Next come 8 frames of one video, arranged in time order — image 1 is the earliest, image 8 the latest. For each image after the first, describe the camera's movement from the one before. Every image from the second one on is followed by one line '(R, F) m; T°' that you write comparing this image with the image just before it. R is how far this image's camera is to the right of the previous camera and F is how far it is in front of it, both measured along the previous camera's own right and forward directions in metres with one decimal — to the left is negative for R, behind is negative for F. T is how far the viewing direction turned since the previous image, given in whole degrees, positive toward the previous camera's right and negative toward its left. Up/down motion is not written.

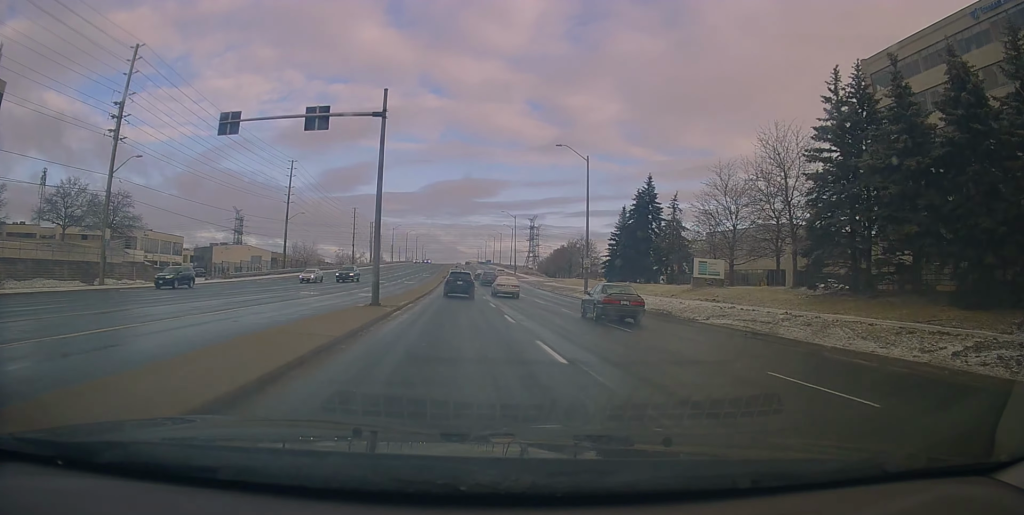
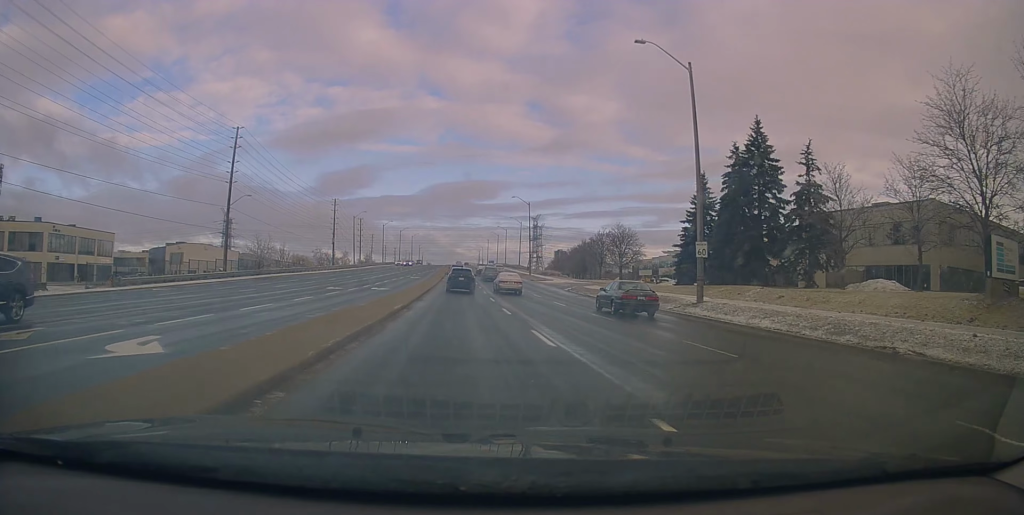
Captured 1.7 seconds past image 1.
(+0.1, +23.4) m; +1°
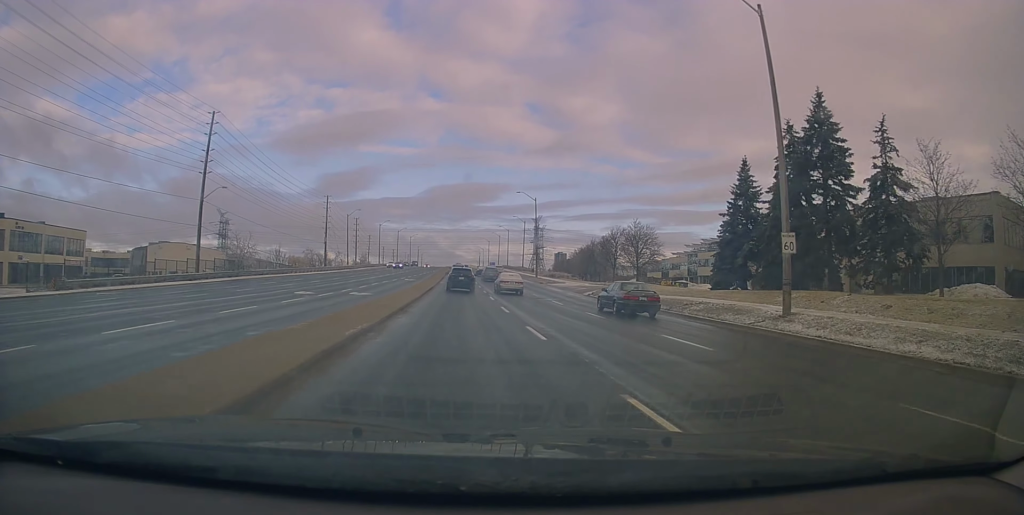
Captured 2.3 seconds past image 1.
(0.0, +7.6) m; 0°
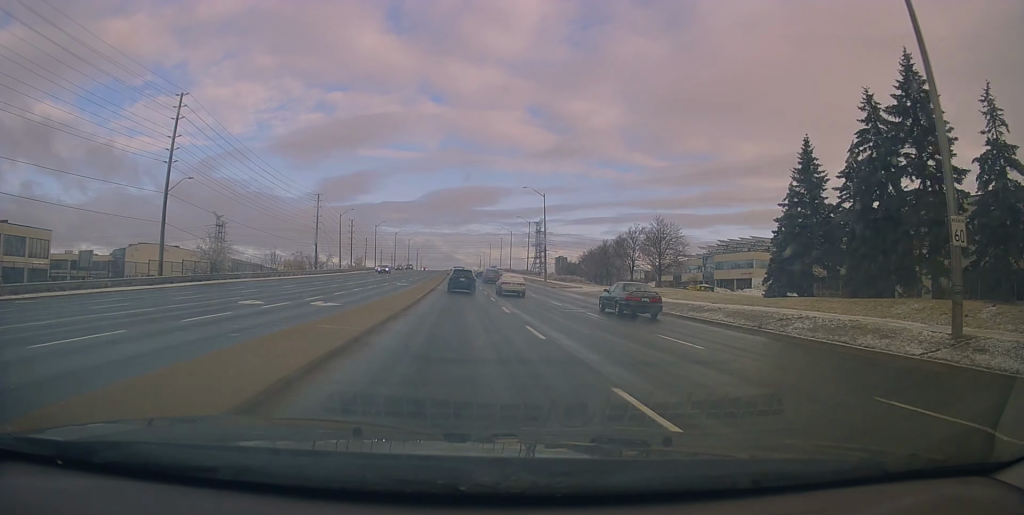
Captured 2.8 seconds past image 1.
(0.0, +8.2) m; 0°
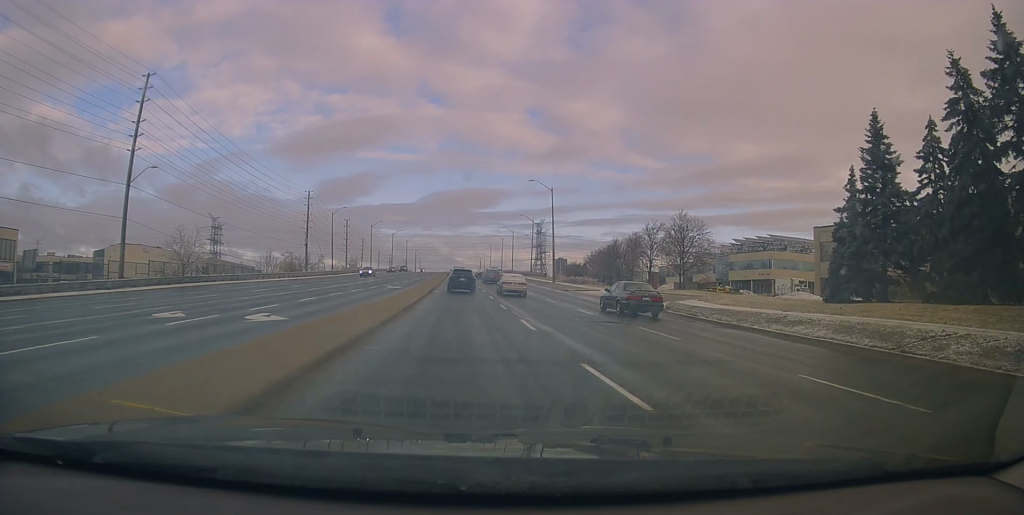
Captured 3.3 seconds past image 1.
(+0.1, +6.8) m; -1°
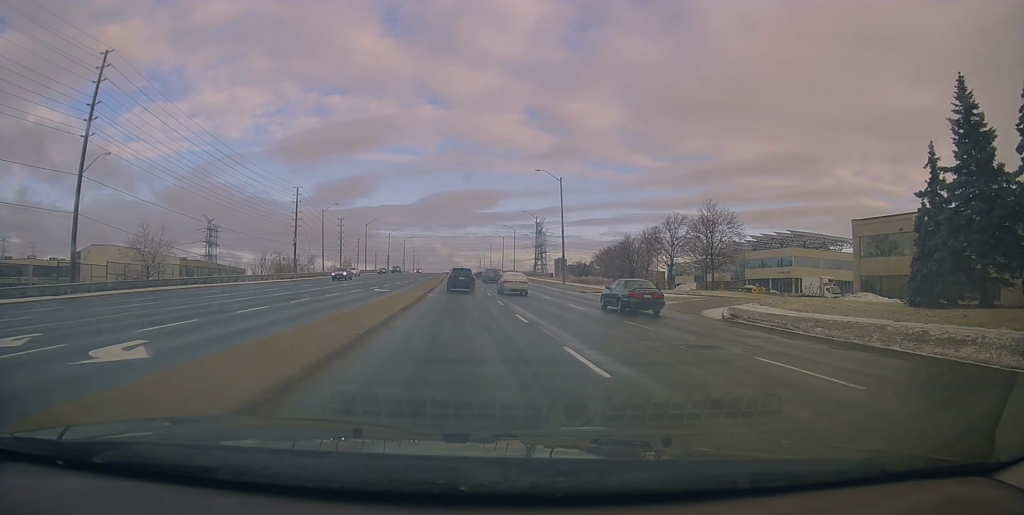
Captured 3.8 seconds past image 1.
(-0.1, +6.8) m; 0°
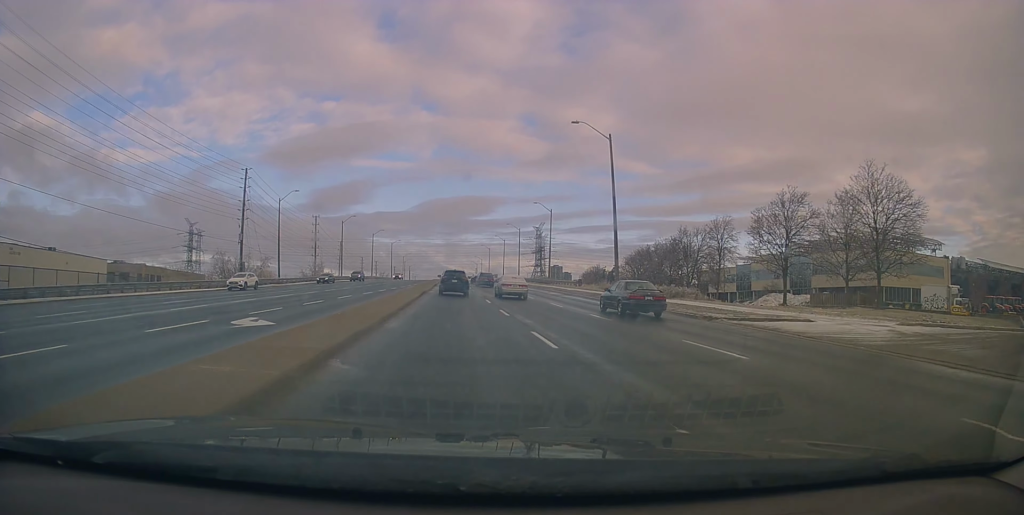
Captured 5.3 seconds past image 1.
(+0.2, +23.7) m; +2°
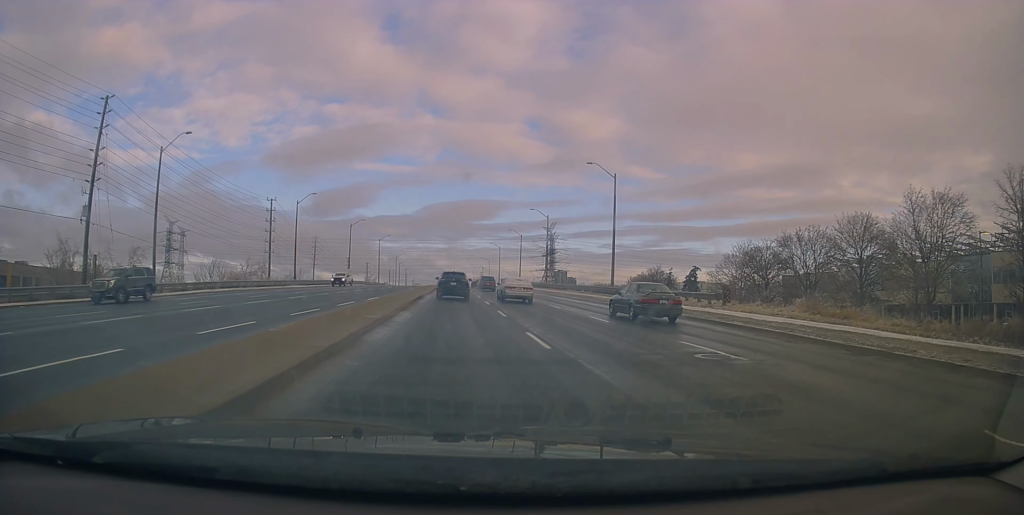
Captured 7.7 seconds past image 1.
(-0.2, +36.6) m; -2°
